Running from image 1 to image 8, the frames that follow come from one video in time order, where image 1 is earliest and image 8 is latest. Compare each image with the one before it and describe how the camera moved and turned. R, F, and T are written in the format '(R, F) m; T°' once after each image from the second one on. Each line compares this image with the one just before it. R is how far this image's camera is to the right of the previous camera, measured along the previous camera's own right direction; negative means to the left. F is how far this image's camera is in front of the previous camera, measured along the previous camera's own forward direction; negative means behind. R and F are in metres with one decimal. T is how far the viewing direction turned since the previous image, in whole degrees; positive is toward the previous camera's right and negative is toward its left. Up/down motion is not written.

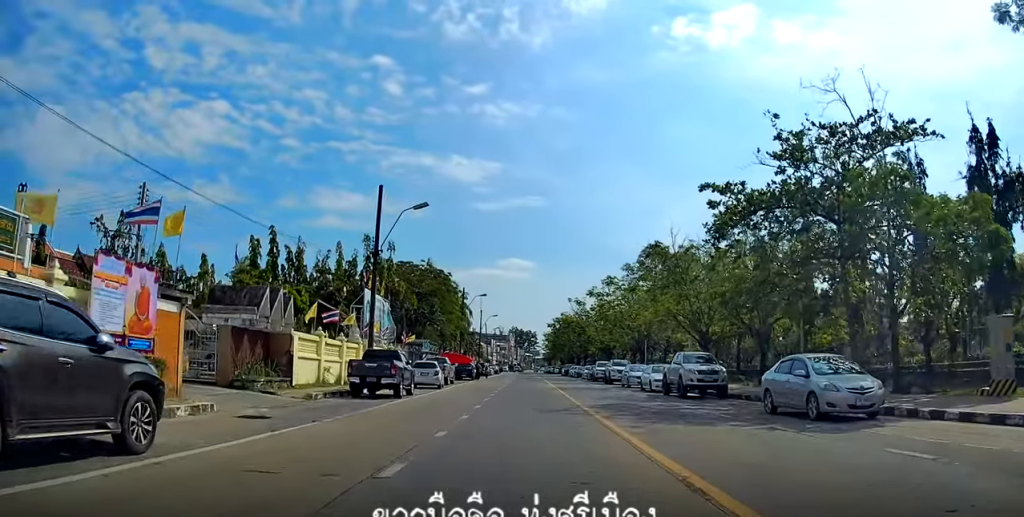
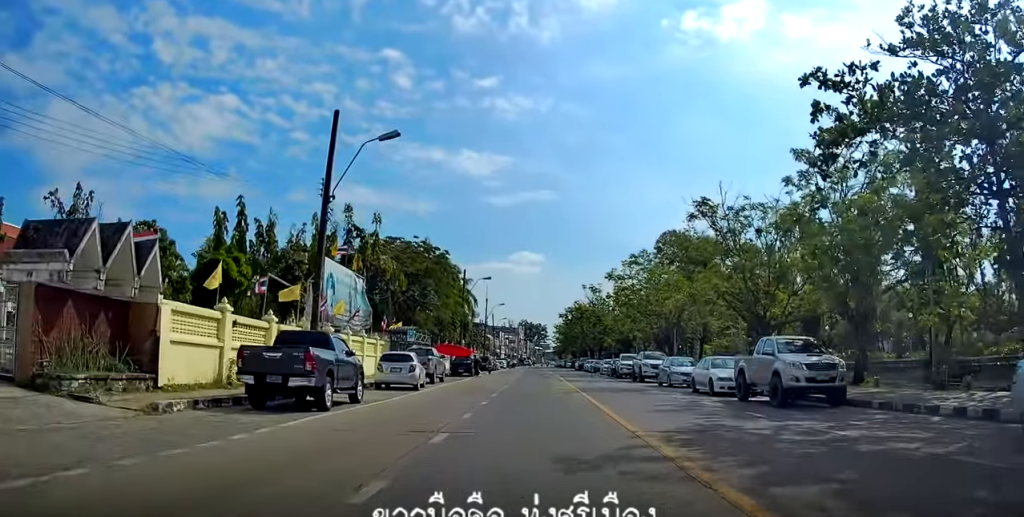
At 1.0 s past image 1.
(-0.1, +10.5) m; -2°
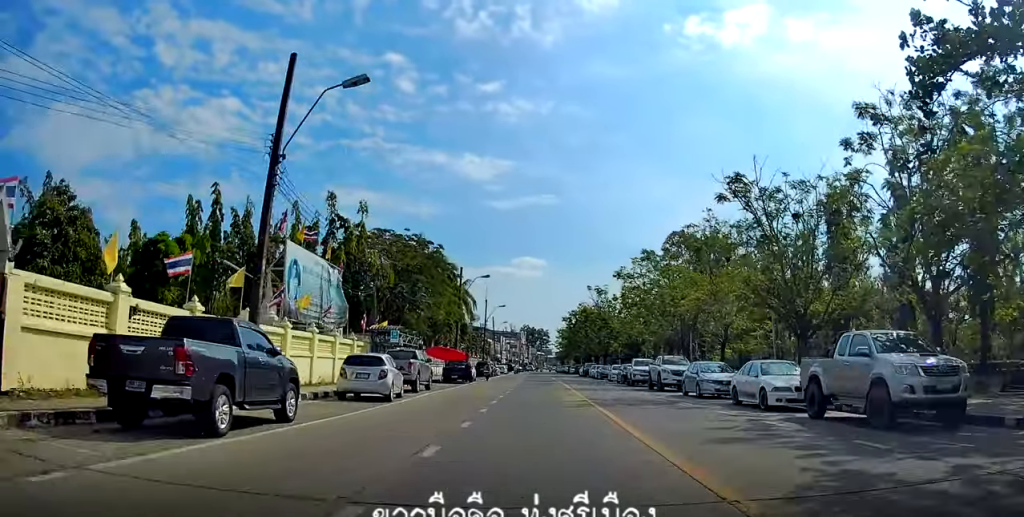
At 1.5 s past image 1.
(-0.1, +5.3) m; -1°
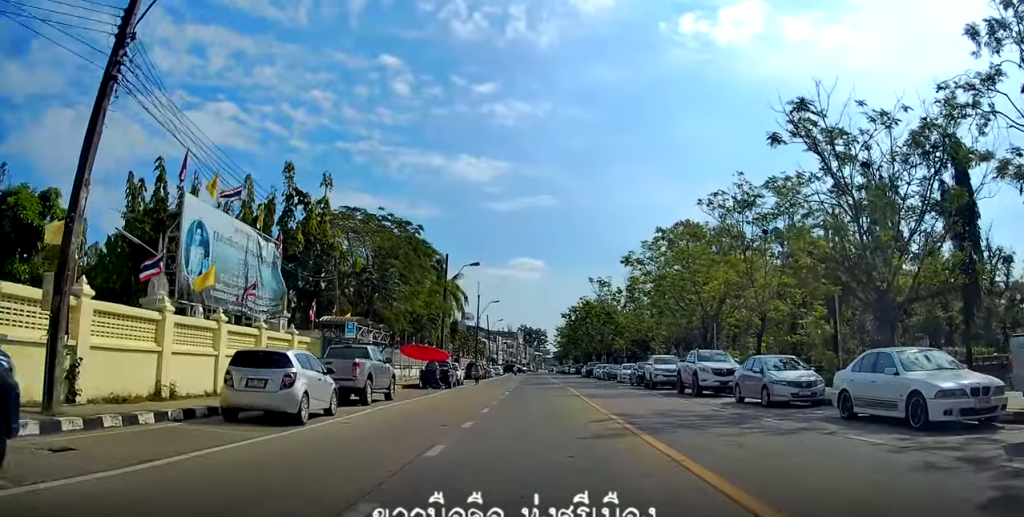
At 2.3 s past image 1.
(-0.1, +9.1) m; 0°
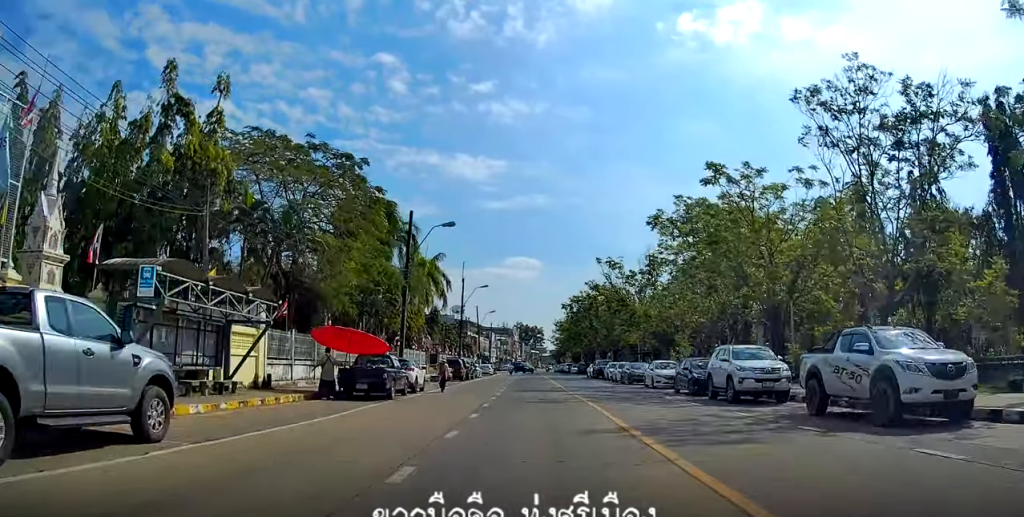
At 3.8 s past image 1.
(+0.2, +16.1) m; +2°
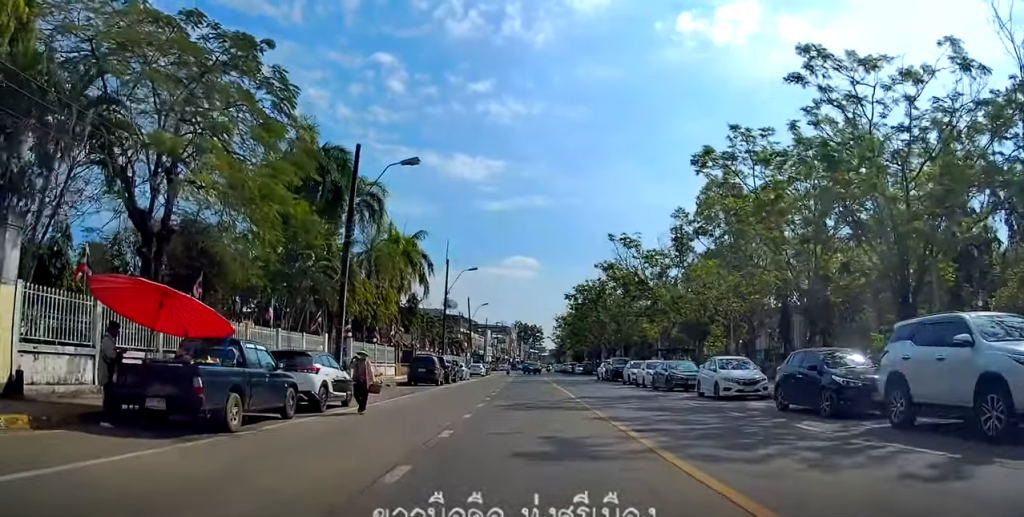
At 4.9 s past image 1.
(+0.1, +12.8) m; 0°
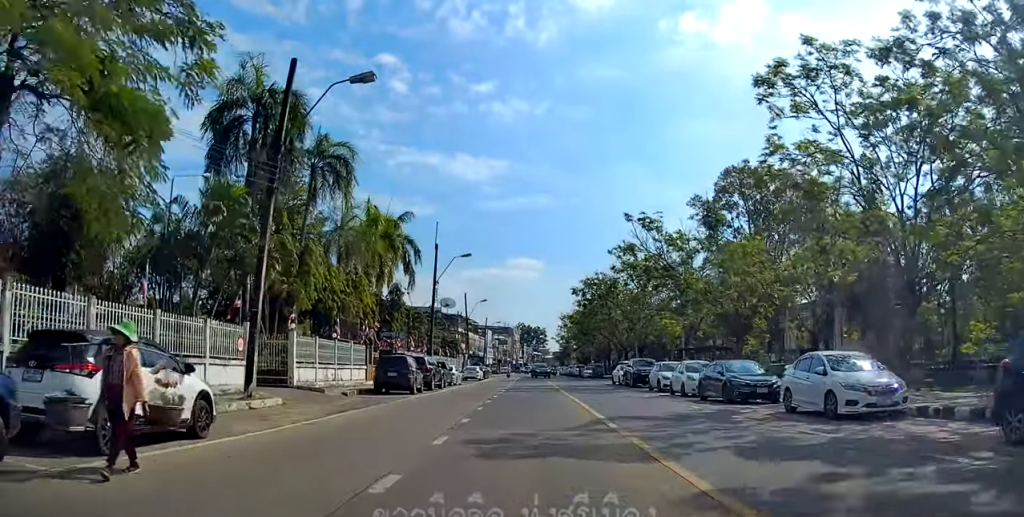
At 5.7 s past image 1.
(0.0, +9.7) m; 0°
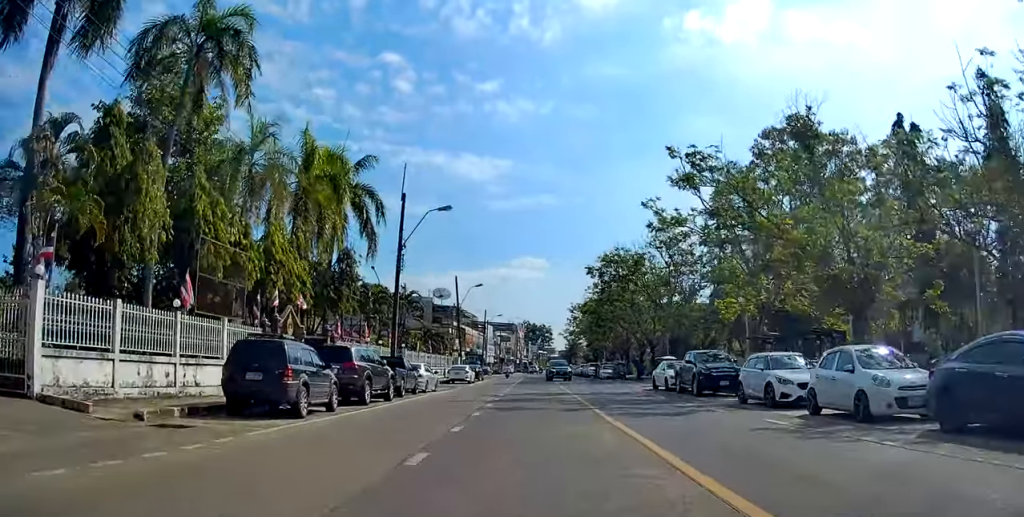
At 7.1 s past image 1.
(-0.1, +16.7) m; -1°
